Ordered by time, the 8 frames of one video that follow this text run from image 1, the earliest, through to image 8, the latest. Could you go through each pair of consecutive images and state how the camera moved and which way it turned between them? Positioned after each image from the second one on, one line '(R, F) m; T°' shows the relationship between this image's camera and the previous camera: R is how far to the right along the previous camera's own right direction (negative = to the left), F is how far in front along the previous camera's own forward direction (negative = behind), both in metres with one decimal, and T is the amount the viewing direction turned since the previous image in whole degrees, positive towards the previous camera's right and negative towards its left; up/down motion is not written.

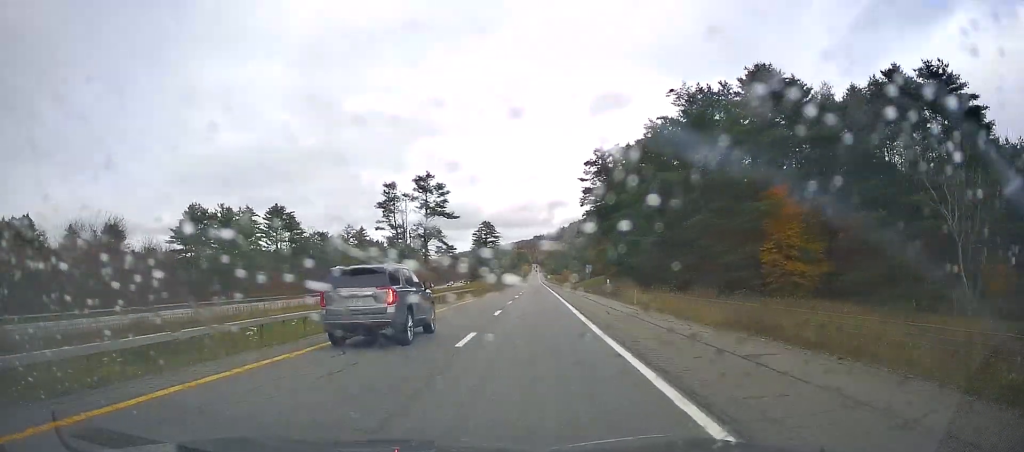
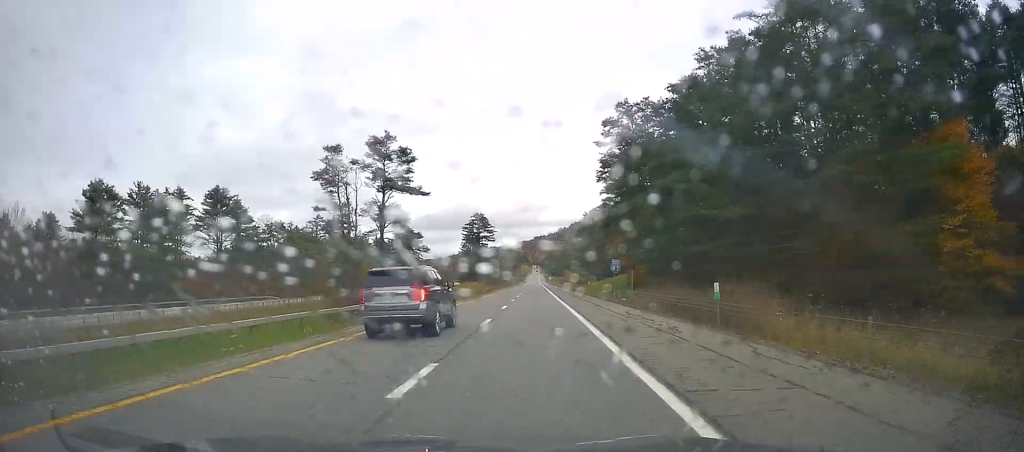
(+0.5, +31.2) m; +1°
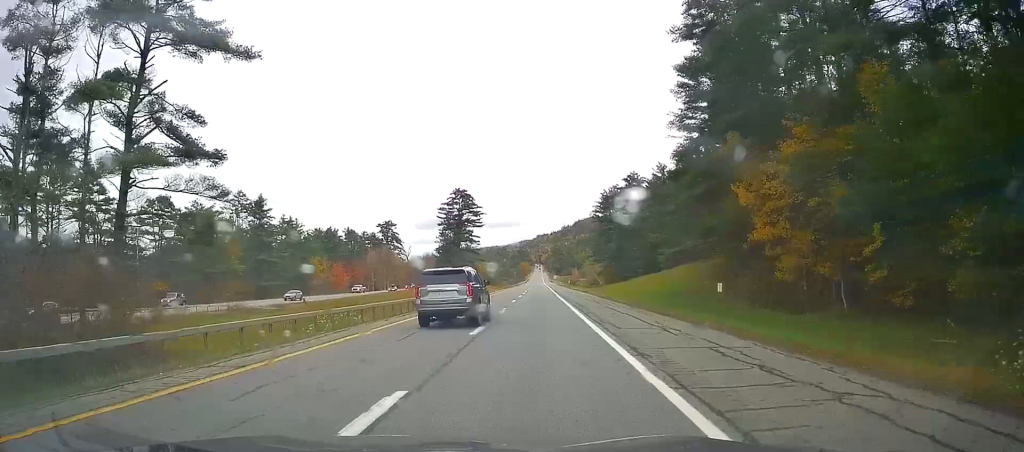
(+0.3, +52.4) m; 0°
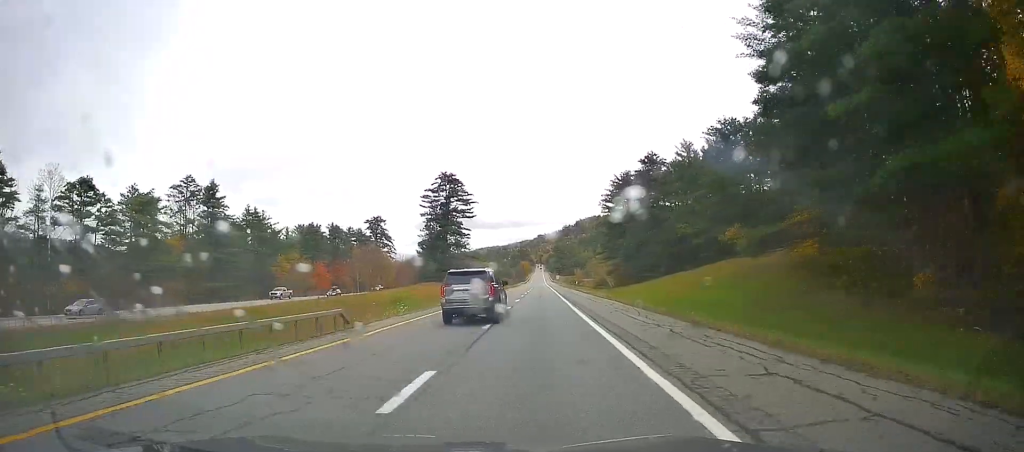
(-0.3, +22.2) m; 0°
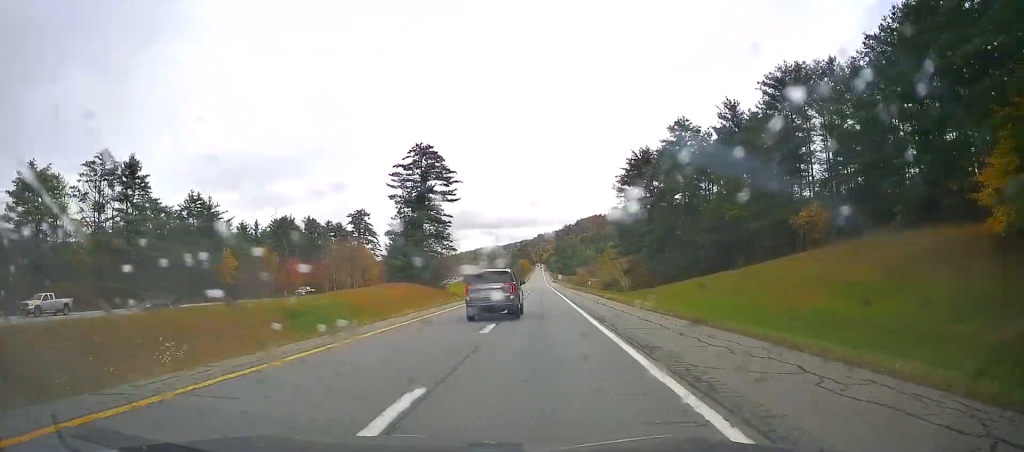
(0.0, +26.2) m; 0°
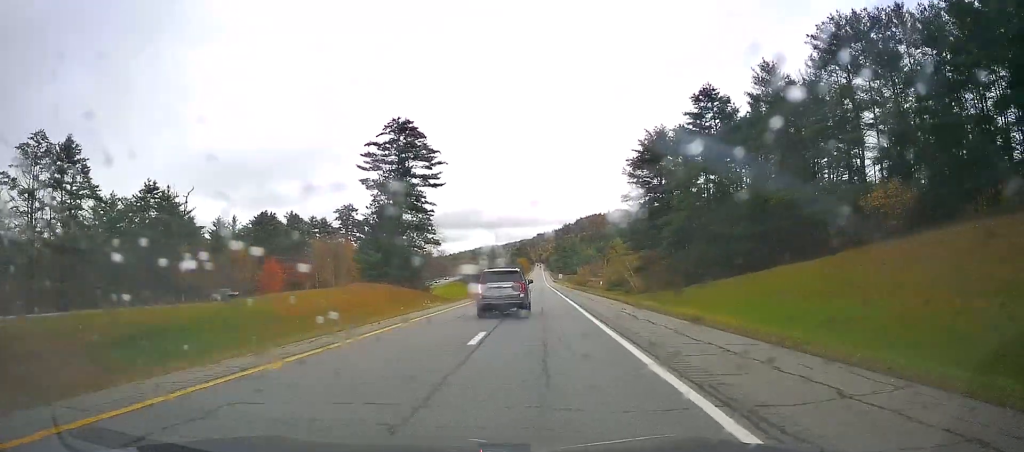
(+0.3, +15.4) m; 0°
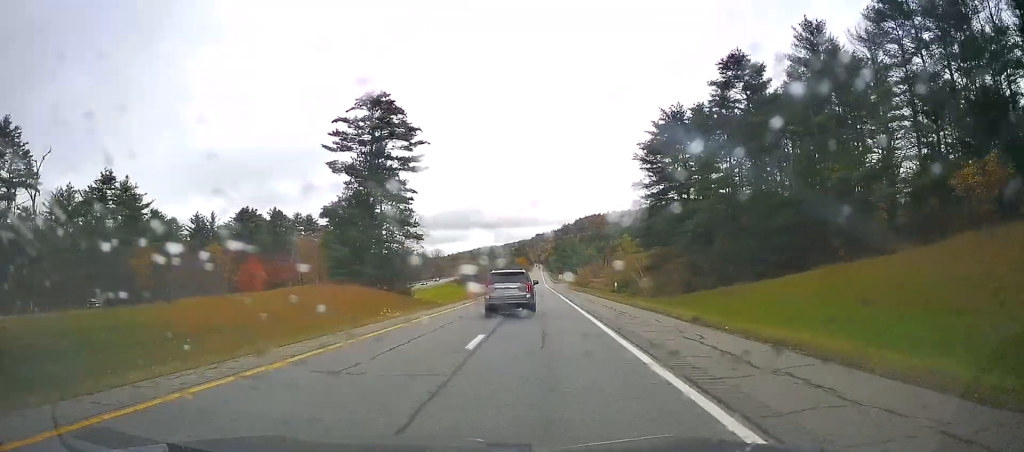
(-0.2, +12.9) m; 0°
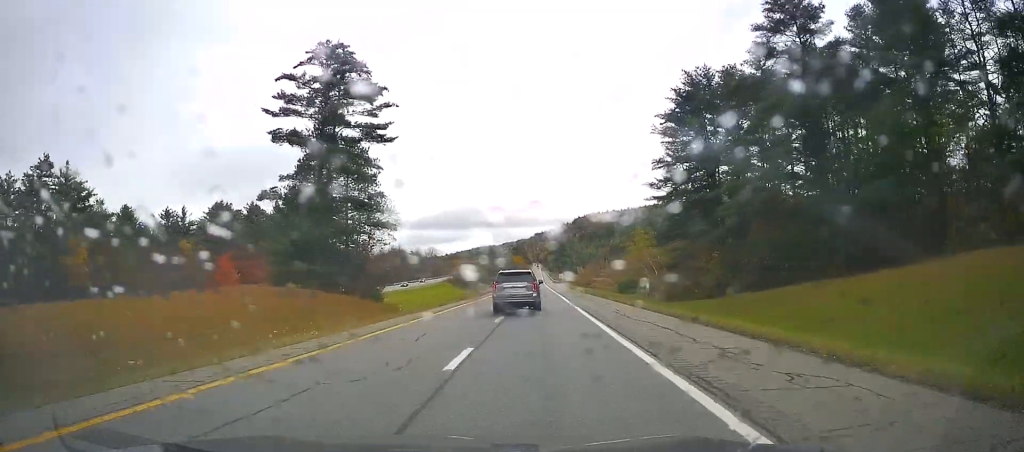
(-0.3, +15.5) m; 0°
